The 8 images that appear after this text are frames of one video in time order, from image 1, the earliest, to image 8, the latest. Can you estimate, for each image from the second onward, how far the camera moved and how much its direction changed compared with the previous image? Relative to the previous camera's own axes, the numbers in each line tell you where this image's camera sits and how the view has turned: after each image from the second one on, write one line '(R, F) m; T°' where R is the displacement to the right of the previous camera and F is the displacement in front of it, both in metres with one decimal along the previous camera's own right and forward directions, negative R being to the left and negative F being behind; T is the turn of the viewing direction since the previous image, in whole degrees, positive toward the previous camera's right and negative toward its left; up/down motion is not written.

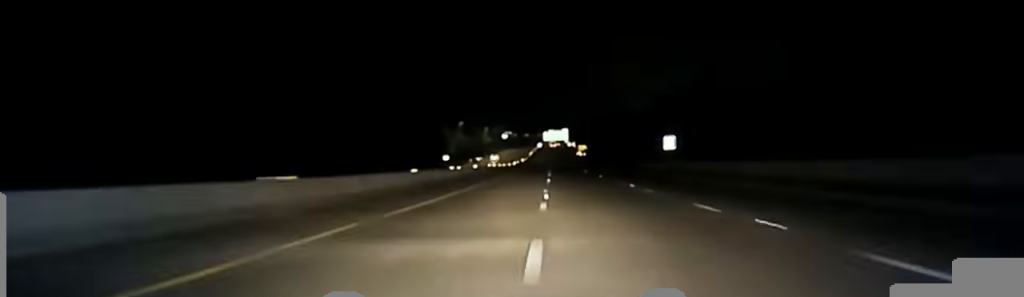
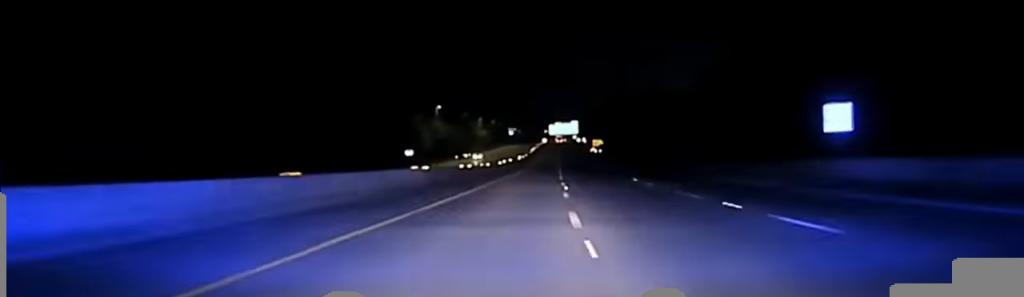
(-0.2, +75.4) m; 0°
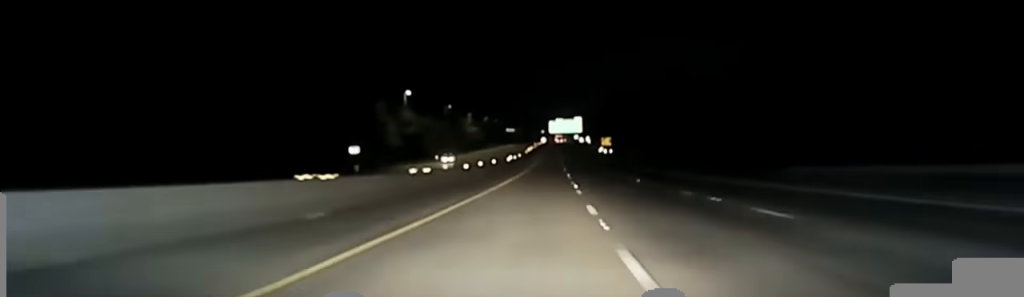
(0.0, +45.0) m; 0°
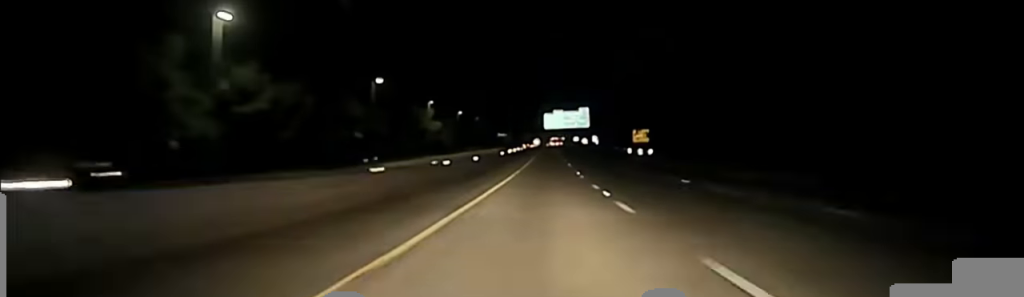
(+0.2, +84.8) m; 0°
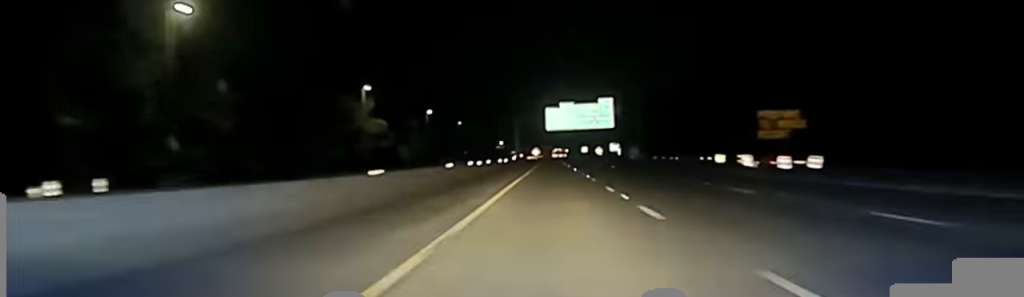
(-0.1, +64.9) m; 0°
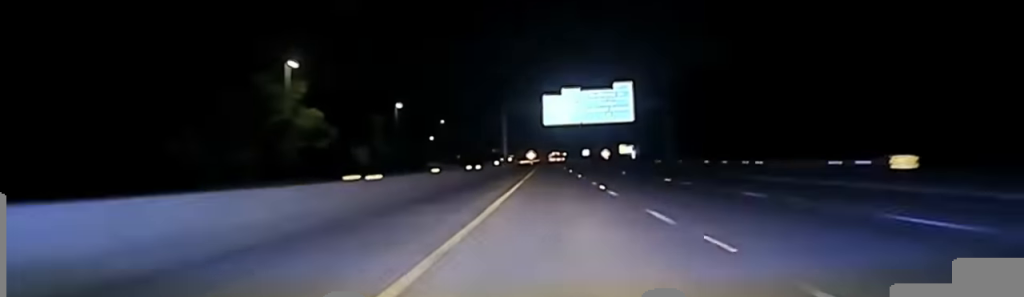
(-0.1, +35.6) m; 0°
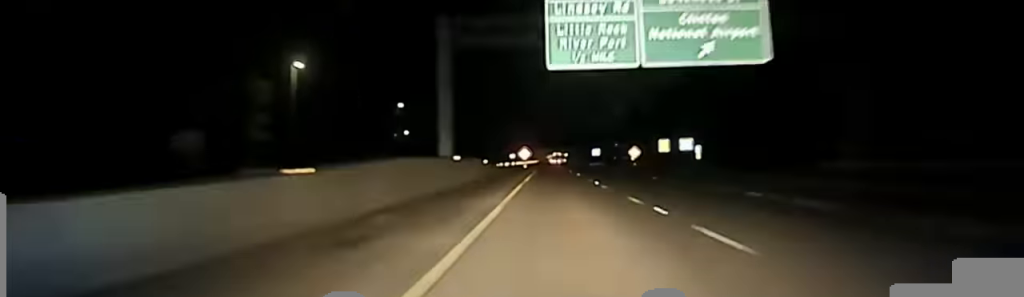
(+0.2, +67.6) m; 0°
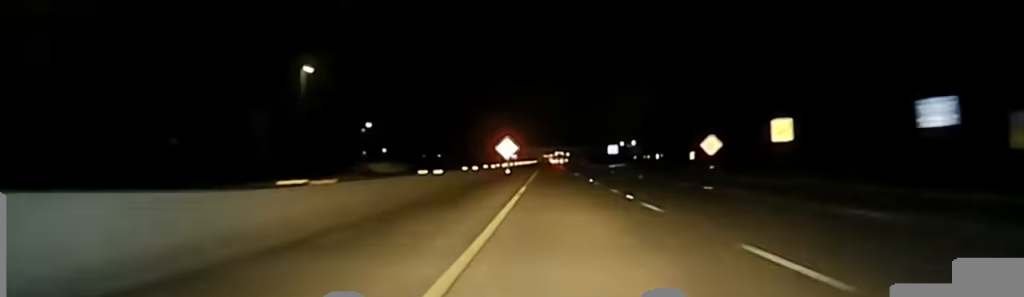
(+0.2, +67.2) m; 0°
